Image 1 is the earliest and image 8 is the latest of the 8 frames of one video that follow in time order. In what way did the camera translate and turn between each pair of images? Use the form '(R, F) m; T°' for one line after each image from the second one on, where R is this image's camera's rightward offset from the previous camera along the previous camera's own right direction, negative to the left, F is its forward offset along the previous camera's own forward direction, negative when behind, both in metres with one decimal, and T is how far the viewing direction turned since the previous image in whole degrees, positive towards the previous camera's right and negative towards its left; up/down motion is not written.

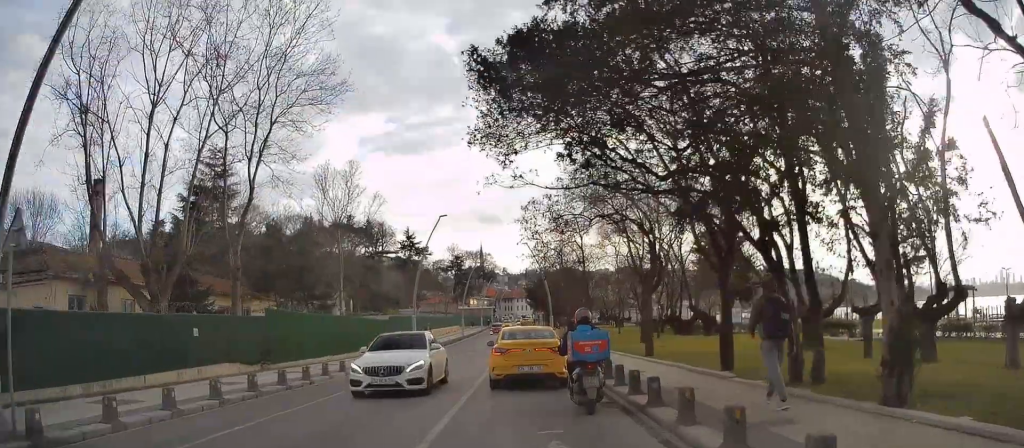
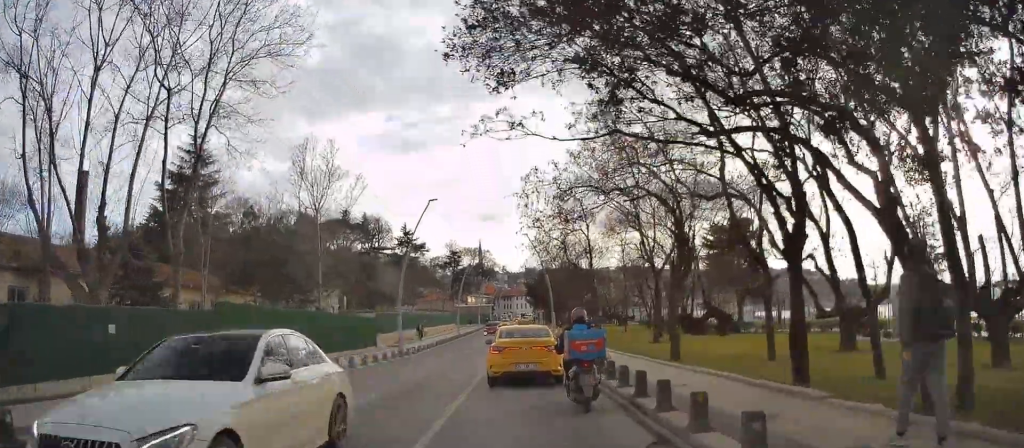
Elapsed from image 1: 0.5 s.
(0.0, +4.2) m; +1°
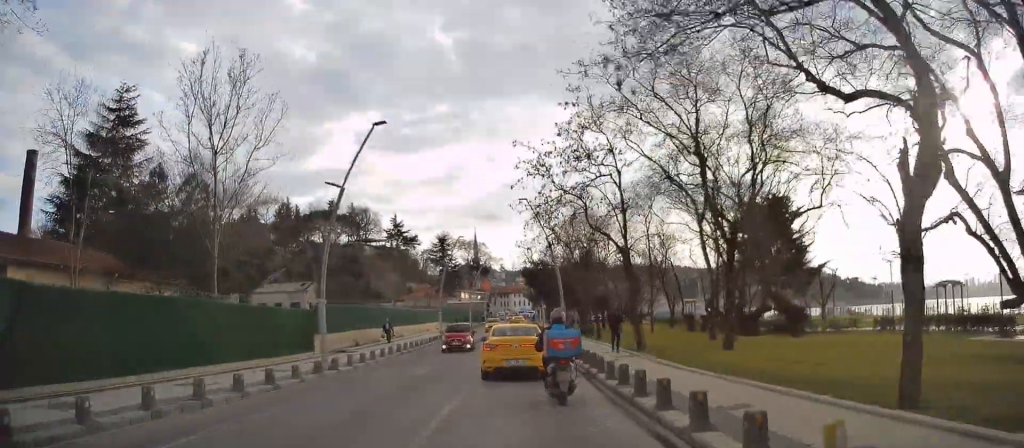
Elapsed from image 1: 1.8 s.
(+0.1, +12.5) m; 0°
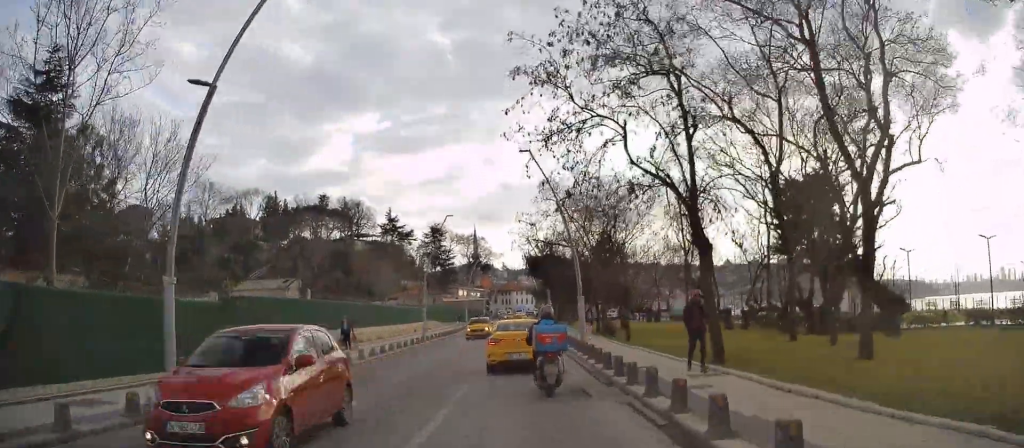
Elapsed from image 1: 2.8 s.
(-0.1, +9.4) m; 0°
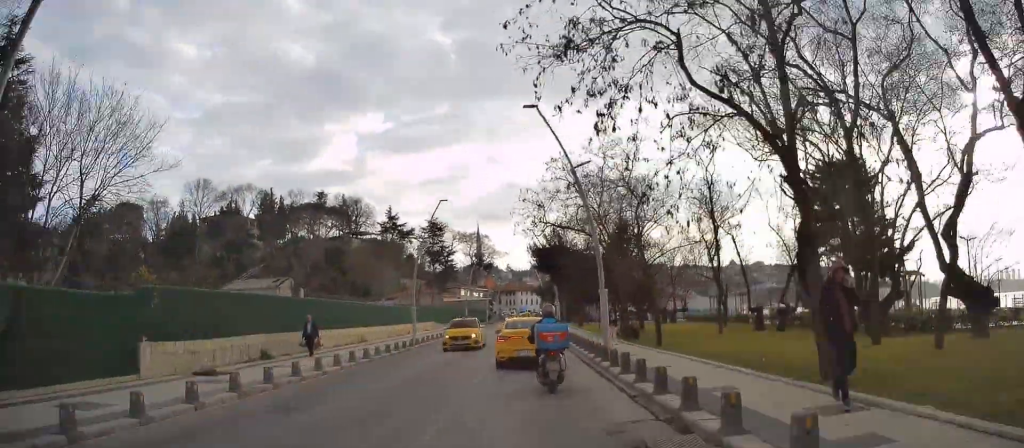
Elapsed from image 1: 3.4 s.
(+0.1, +5.3) m; 0°
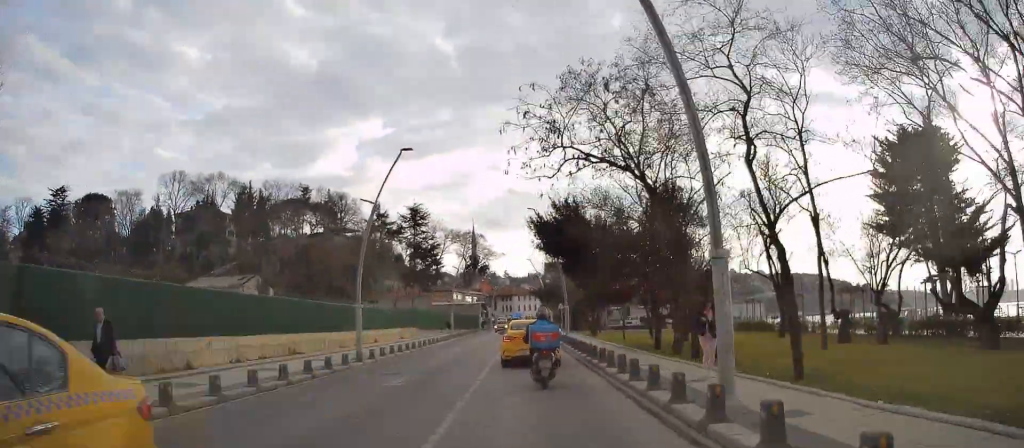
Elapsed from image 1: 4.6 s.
(-0.1, +11.4) m; -1°
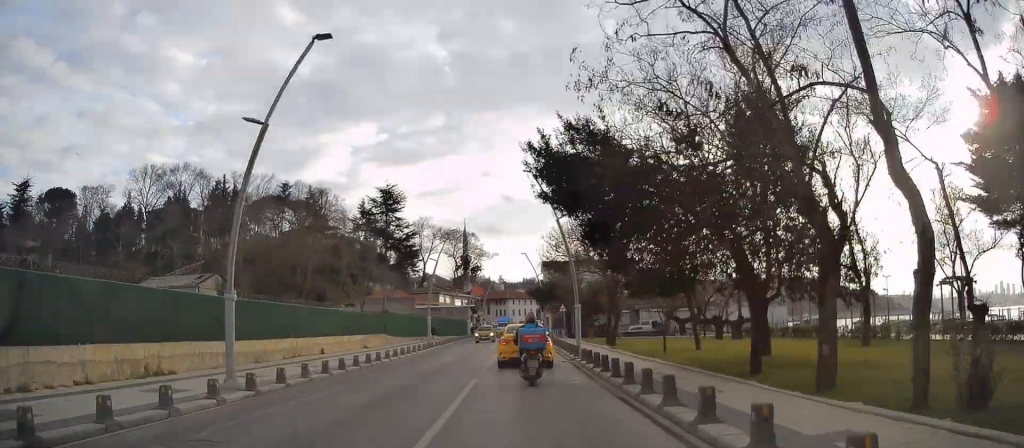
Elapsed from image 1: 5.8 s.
(0.0, +10.4) m; 0°
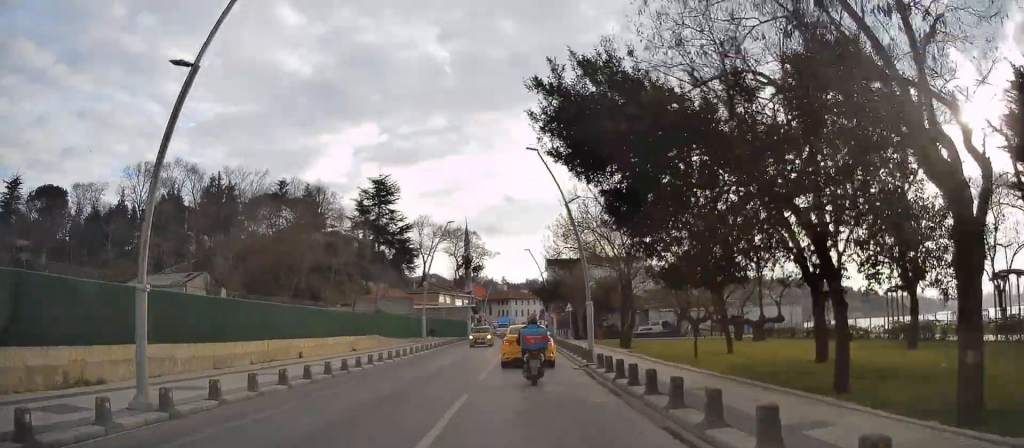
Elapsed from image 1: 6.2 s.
(0.0, +3.7) m; +1°
